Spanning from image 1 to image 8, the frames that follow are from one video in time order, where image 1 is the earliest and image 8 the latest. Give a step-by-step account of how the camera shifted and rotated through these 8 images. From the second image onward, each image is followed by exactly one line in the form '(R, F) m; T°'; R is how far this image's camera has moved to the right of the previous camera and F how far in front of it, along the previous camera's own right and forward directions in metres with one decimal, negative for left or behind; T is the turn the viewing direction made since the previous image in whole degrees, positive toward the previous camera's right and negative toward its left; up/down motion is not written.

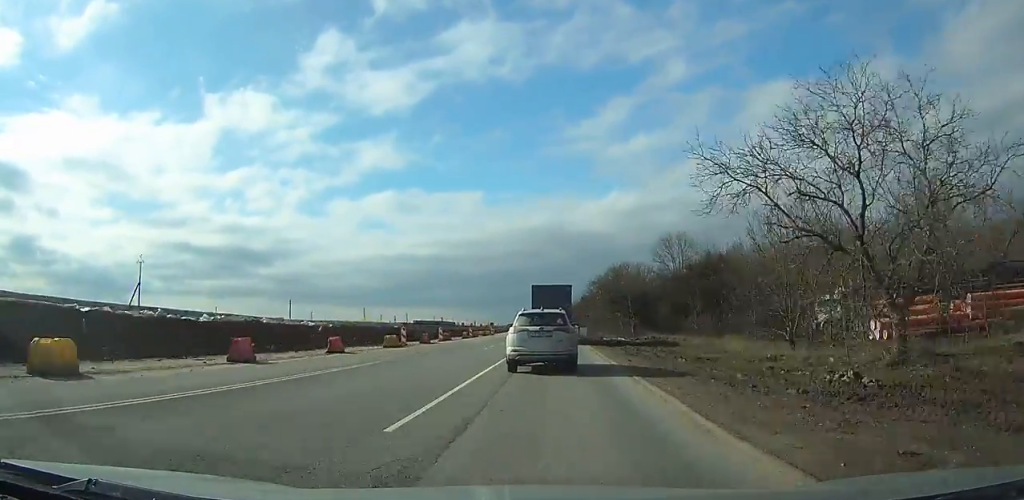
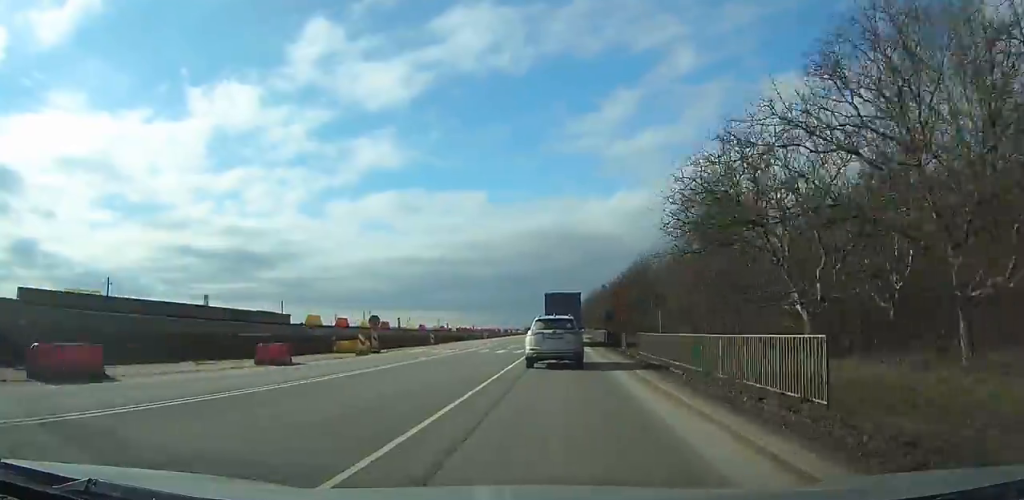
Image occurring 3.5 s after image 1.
(+0.3, +64.3) m; +1°
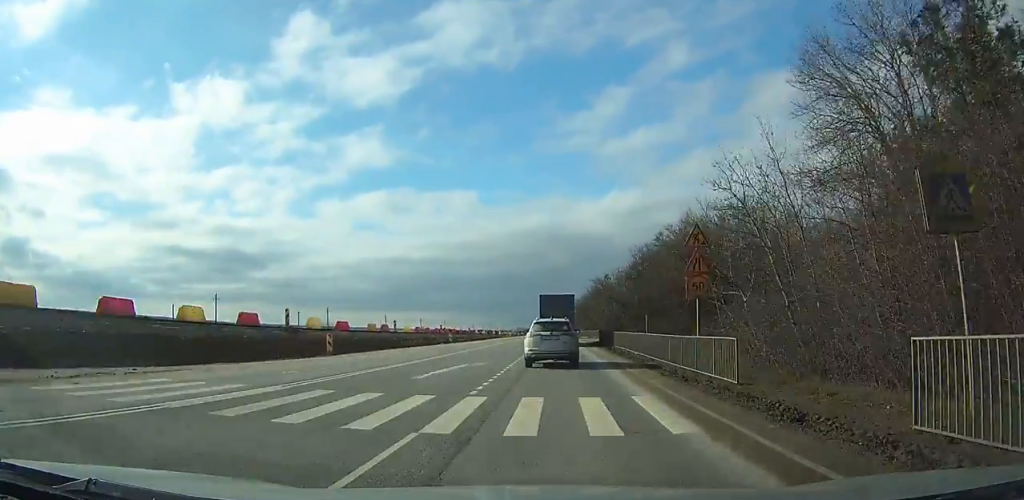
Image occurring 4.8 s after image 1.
(+0.1, +24.7) m; 0°
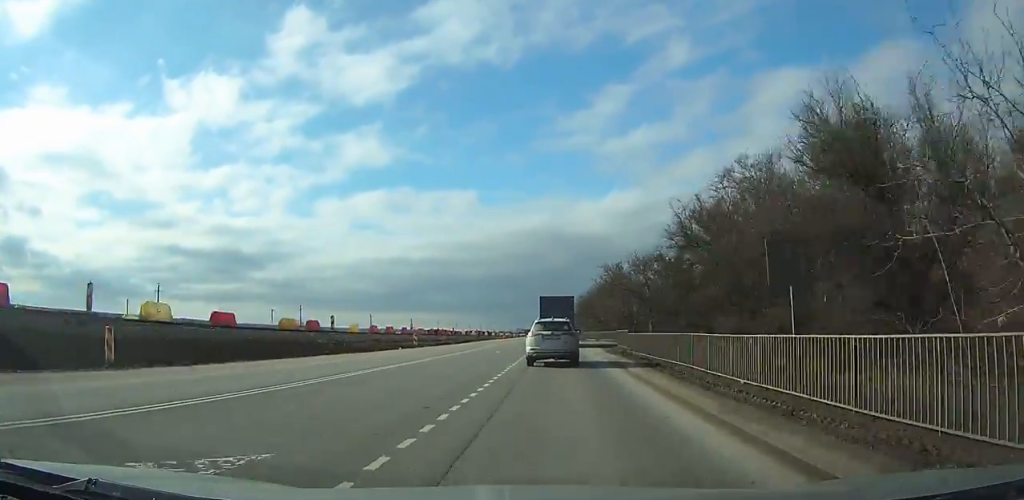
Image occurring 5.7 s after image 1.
(0.0, +17.5) m; 0°
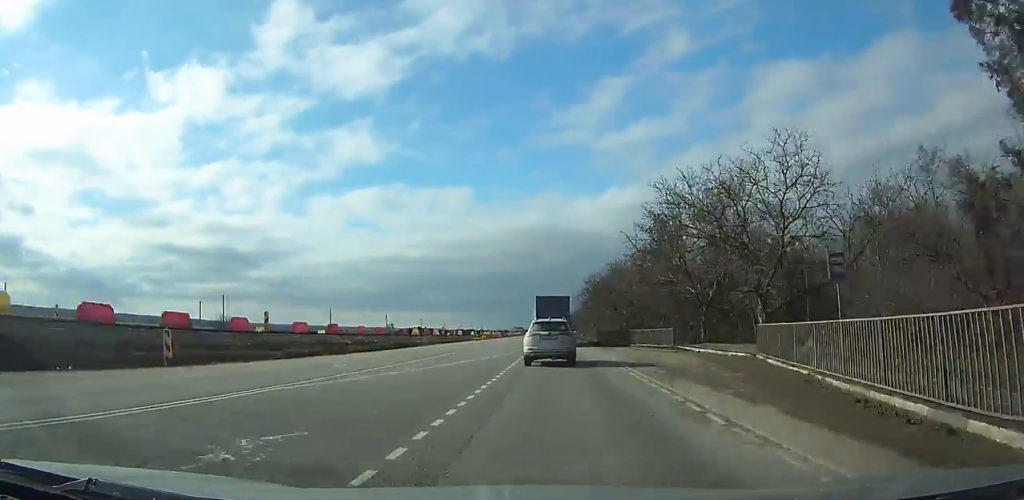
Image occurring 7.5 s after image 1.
(0.0, +34.2) m; -1°
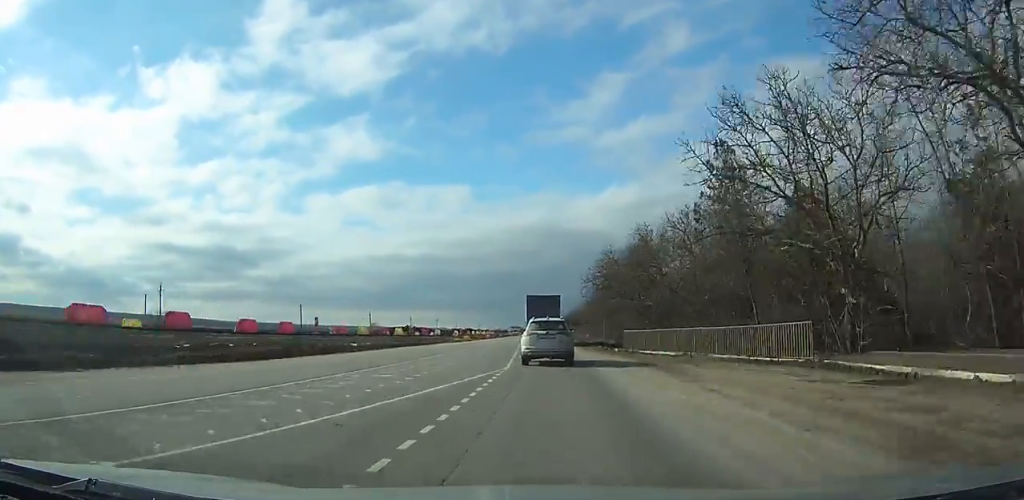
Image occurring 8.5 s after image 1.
(0.0, +19.1) m; 0°
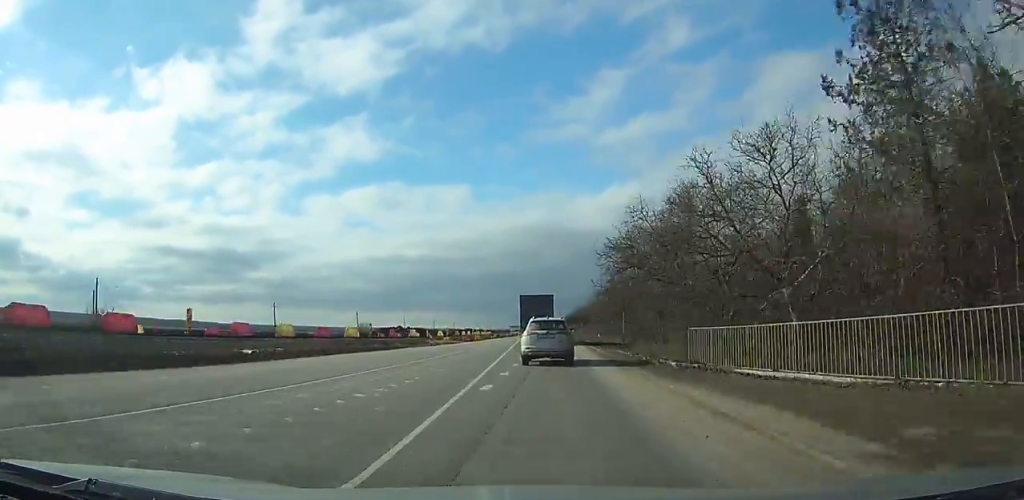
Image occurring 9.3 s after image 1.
(-0.2, +15.5) m; 0°
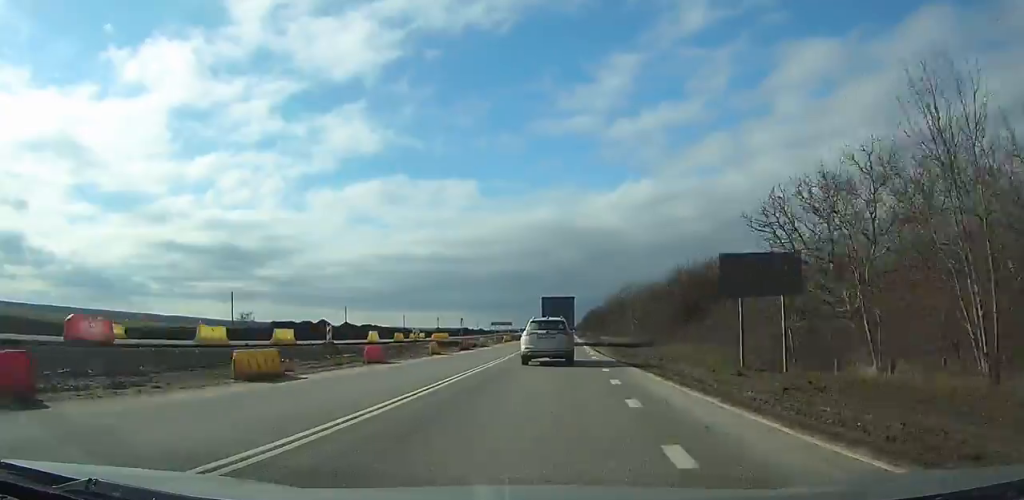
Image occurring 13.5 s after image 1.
(-0.4, +81.5) m; 0°
